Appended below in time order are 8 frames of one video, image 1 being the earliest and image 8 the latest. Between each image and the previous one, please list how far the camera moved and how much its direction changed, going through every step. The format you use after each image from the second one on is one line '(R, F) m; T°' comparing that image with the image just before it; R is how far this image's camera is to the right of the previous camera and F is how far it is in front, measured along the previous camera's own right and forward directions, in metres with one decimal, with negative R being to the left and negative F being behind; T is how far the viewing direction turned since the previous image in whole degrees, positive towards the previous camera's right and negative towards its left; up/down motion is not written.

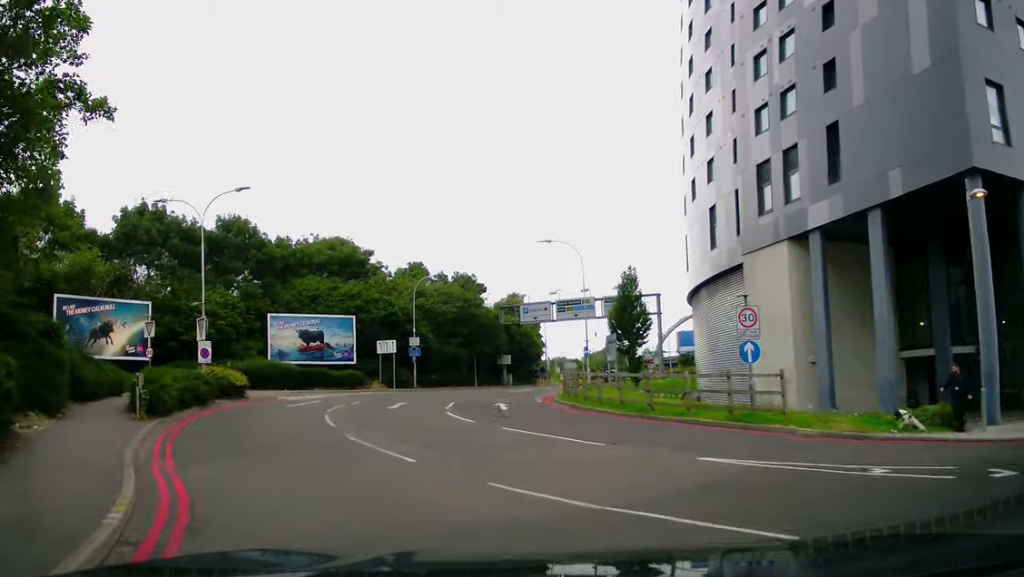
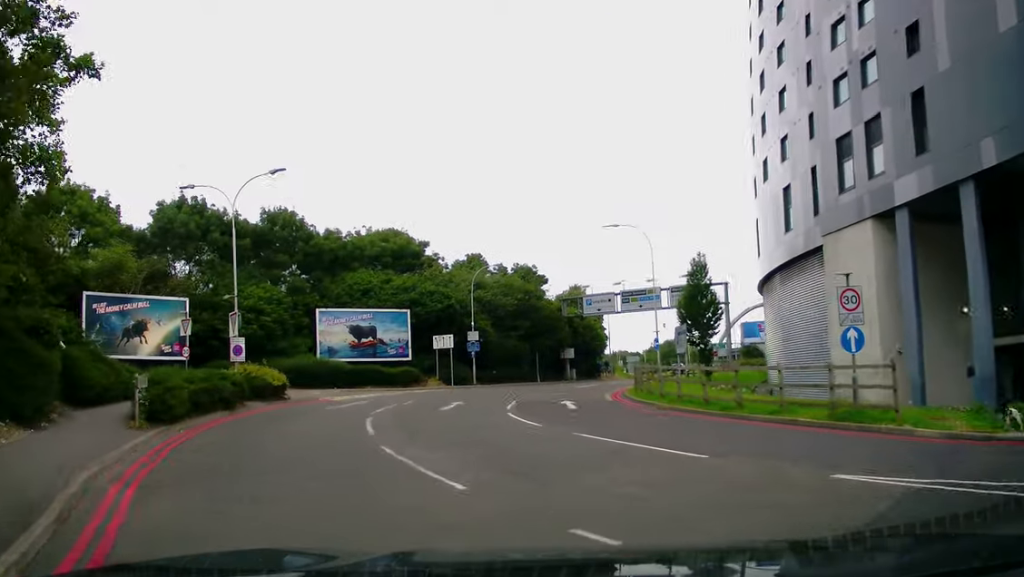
(-0.1, +2.7) m; -3°
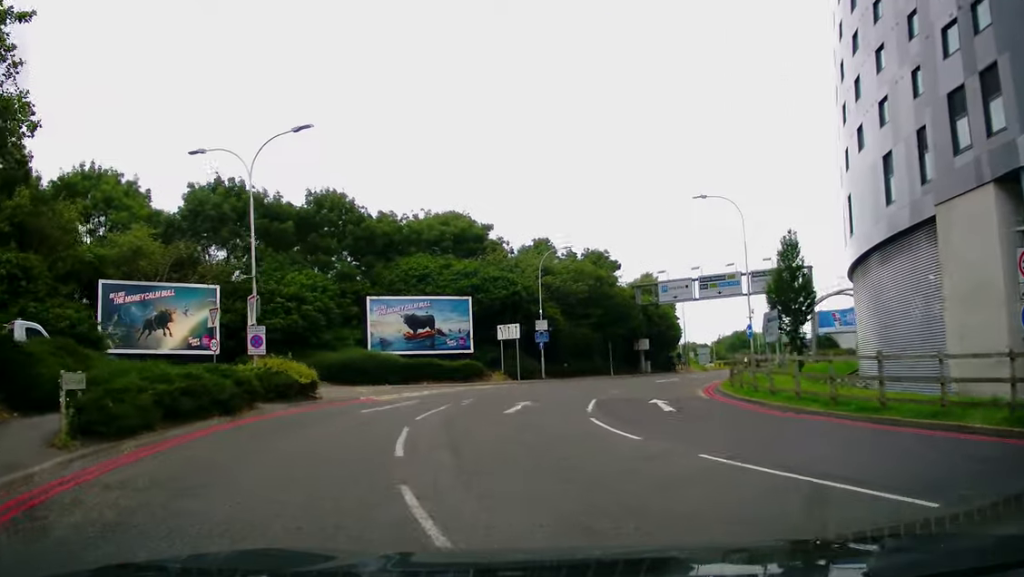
(-0.4, +4.5) m; +1°
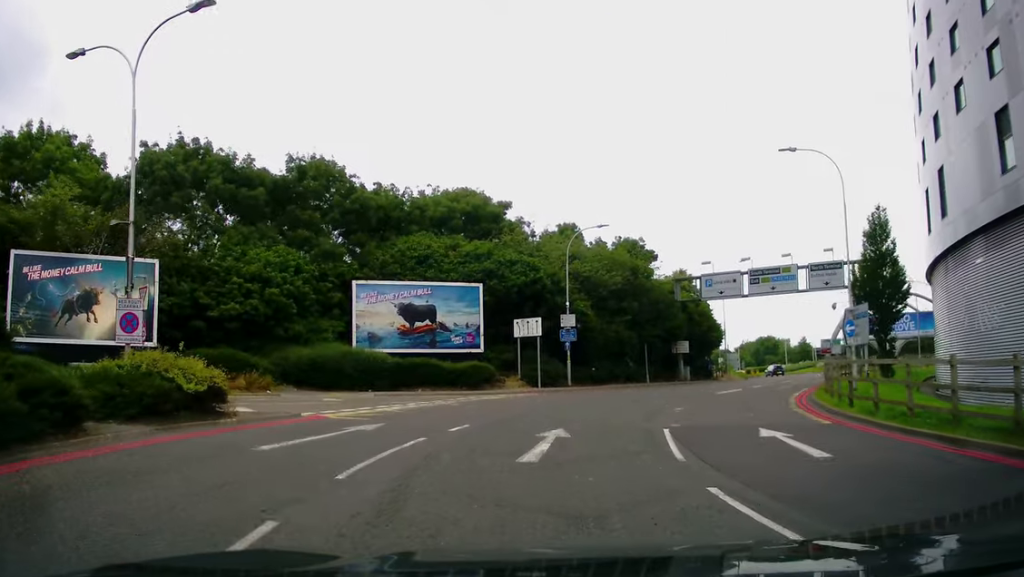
(+0.7, +7.9) m; +6°
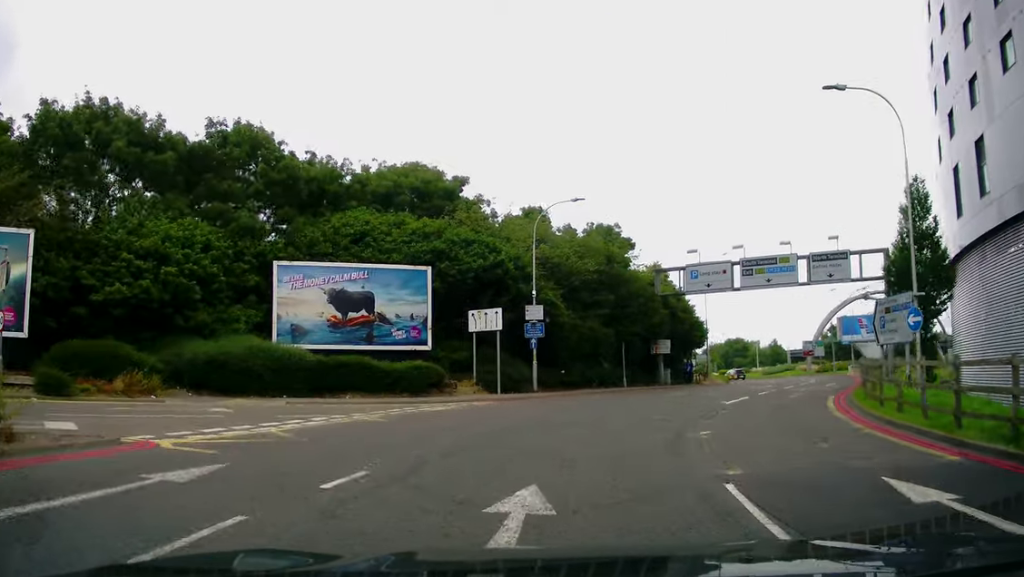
(0.0, +5.7) m; -1°
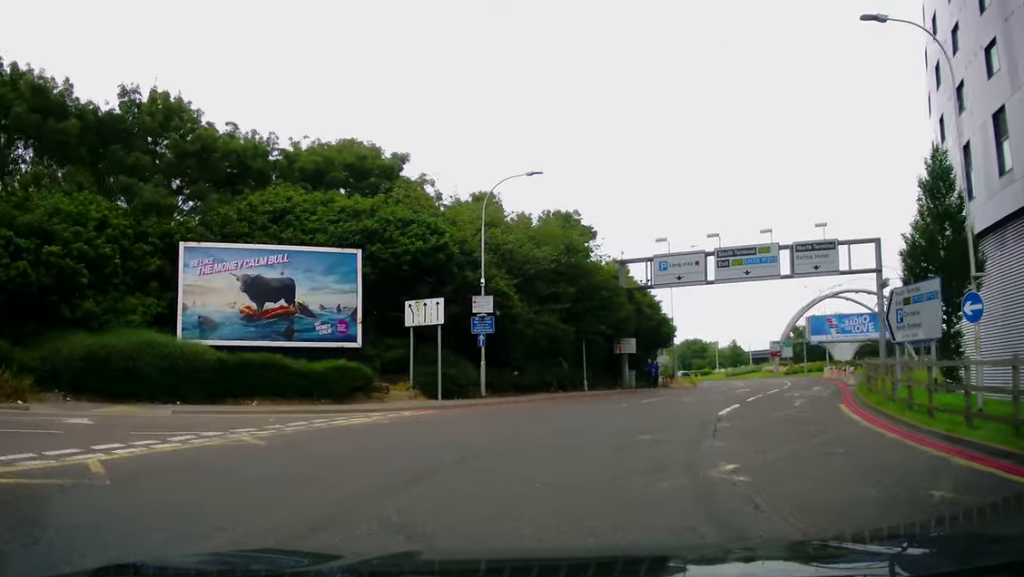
(-0.1, +4.0) m; 0°
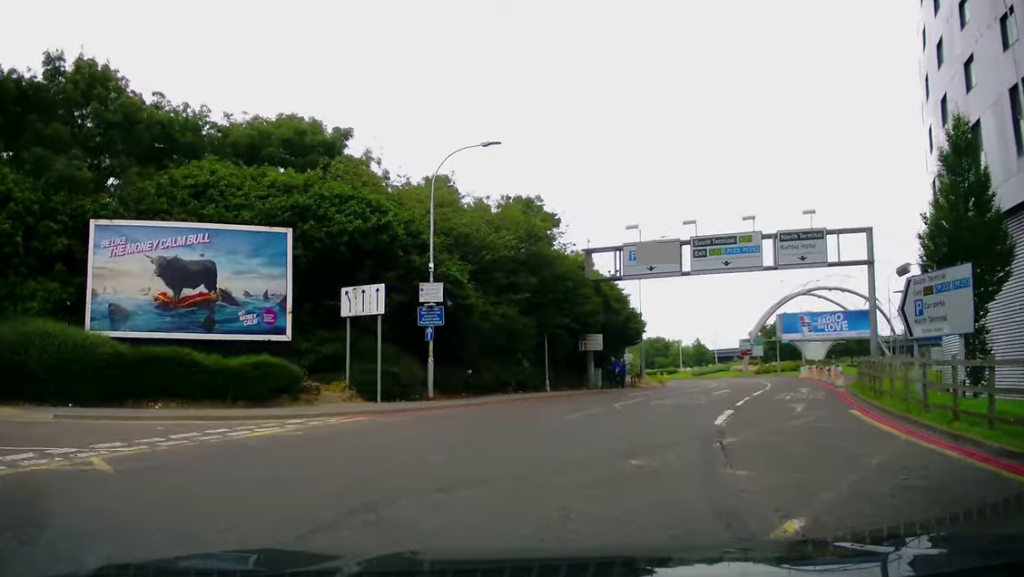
(-0.1, +3.1) m; 0°
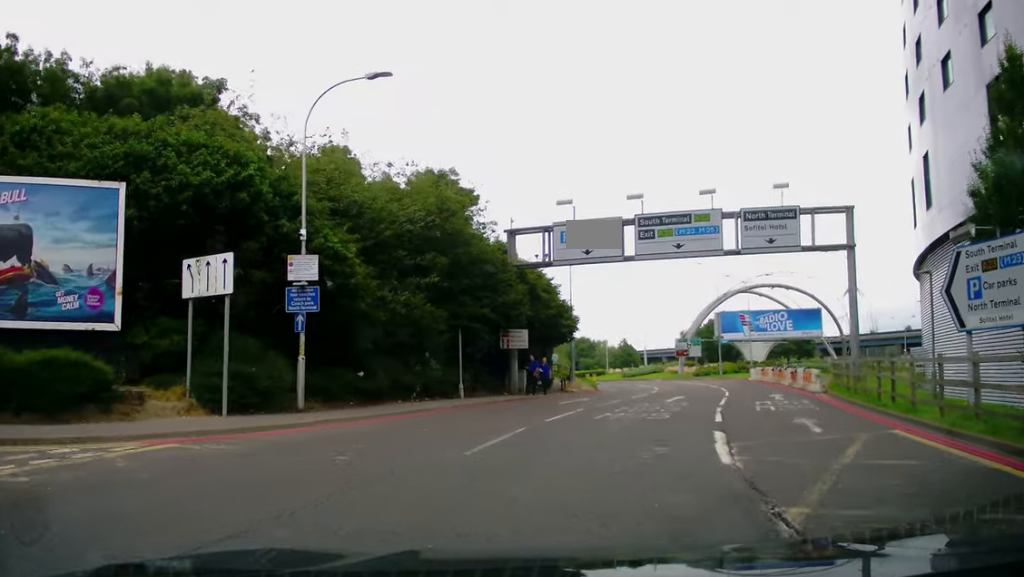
(+0.1, +5.6) m; +8°
